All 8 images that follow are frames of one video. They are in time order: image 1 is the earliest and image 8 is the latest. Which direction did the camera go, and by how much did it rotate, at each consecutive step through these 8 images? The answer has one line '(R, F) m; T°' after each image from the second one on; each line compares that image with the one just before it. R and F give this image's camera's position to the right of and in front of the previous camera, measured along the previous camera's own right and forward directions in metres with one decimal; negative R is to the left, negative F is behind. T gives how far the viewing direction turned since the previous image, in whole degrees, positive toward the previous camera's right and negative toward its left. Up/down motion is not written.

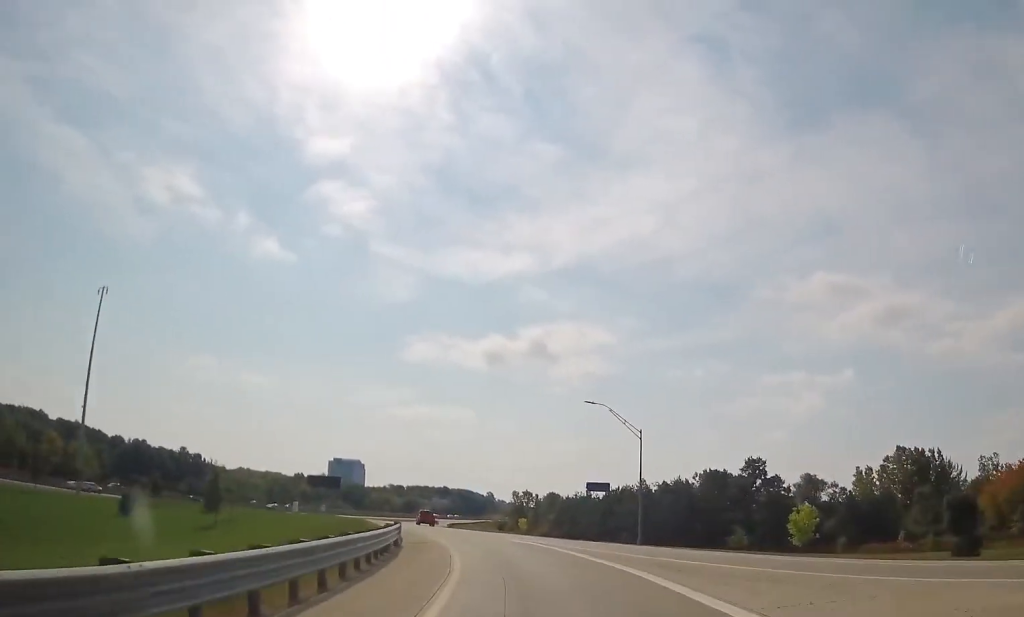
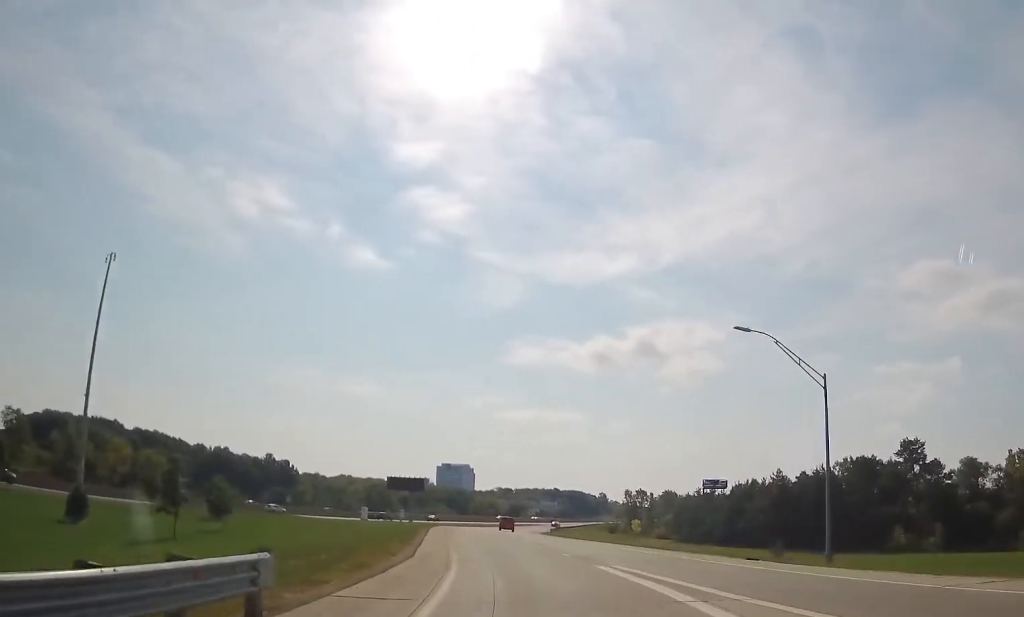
(-1.3, +20.4) m; -8°
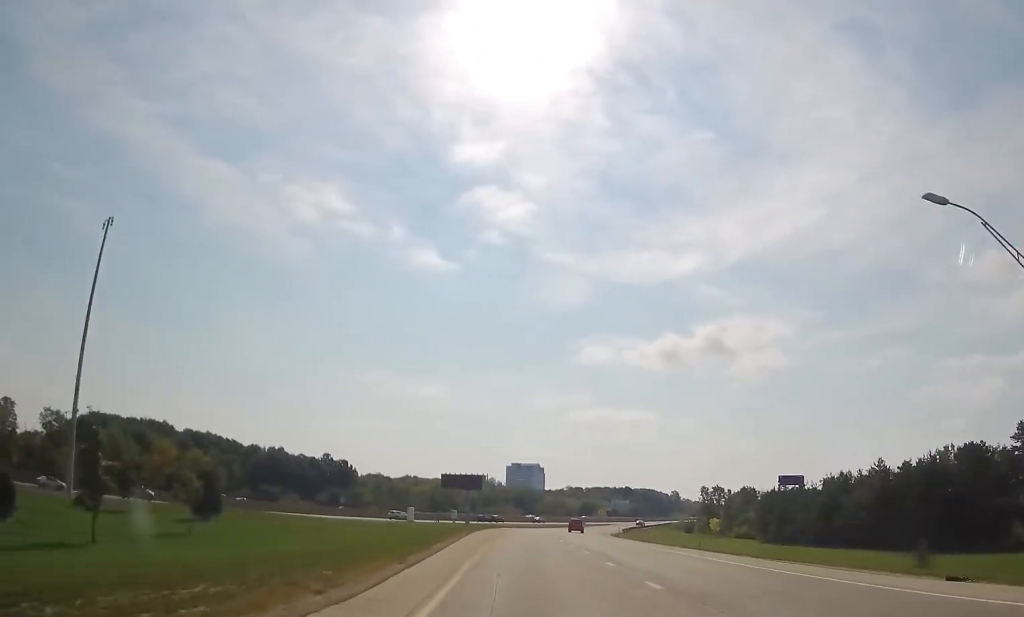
(-0.7, +12.9) m; -6°
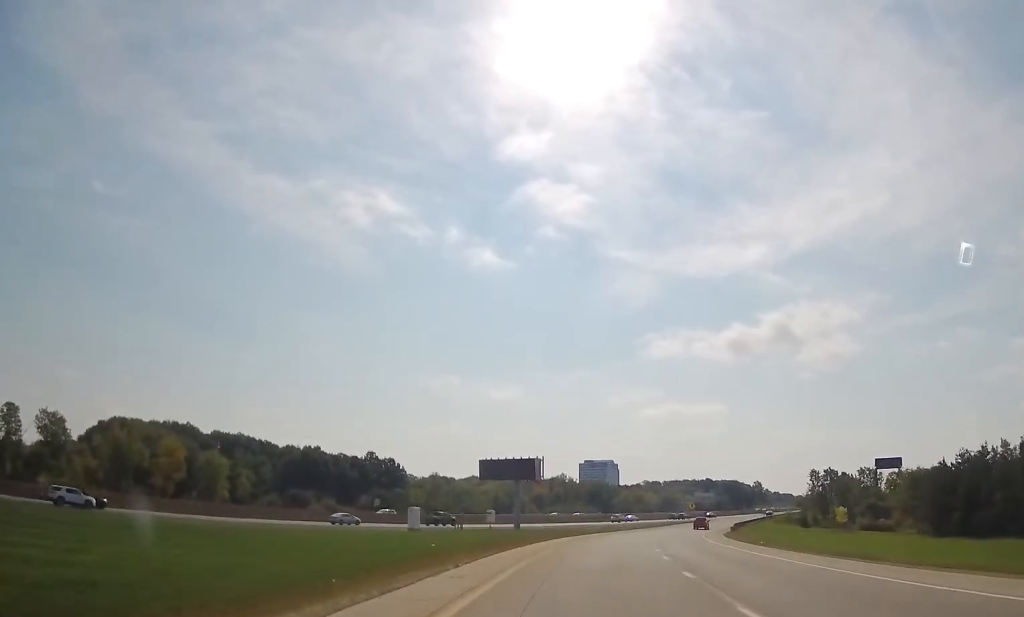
(-5.0, +35.9) m; -13°
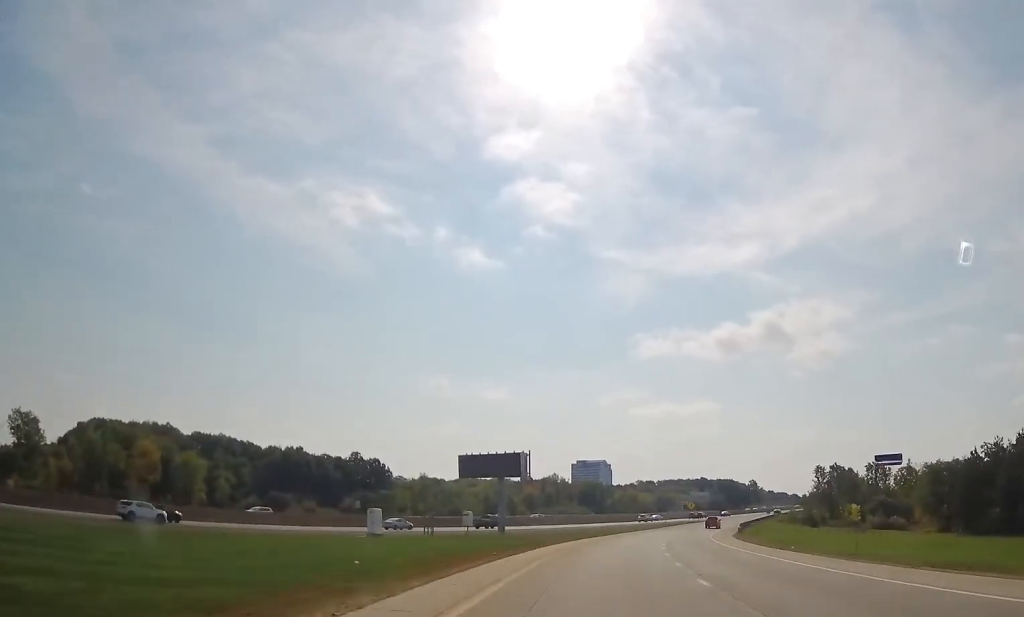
(-0.5, +9.5) m; 0°
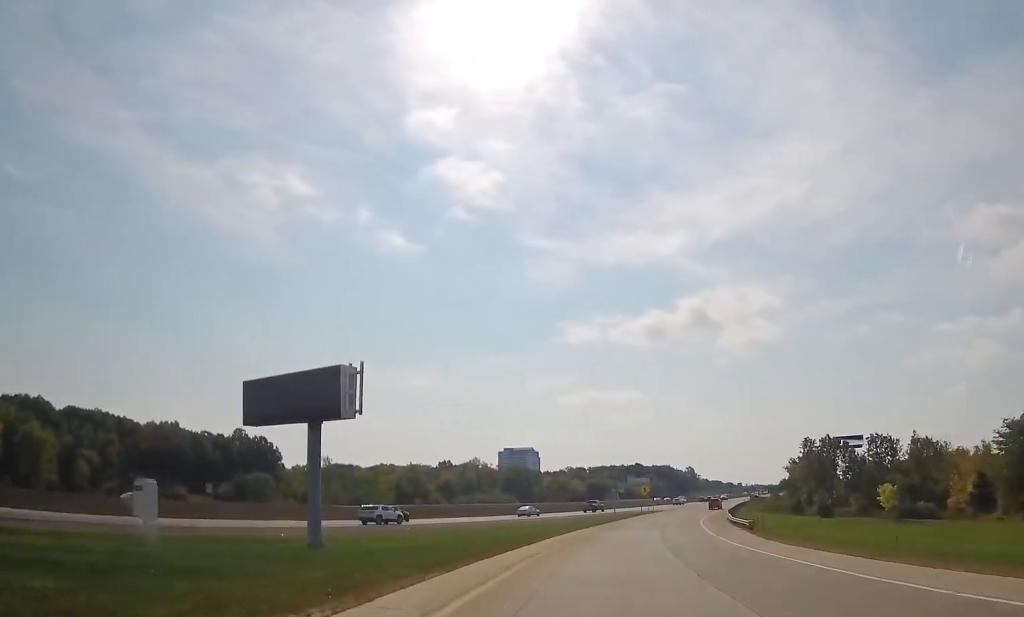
(+2.3, +38.4) m; +9°
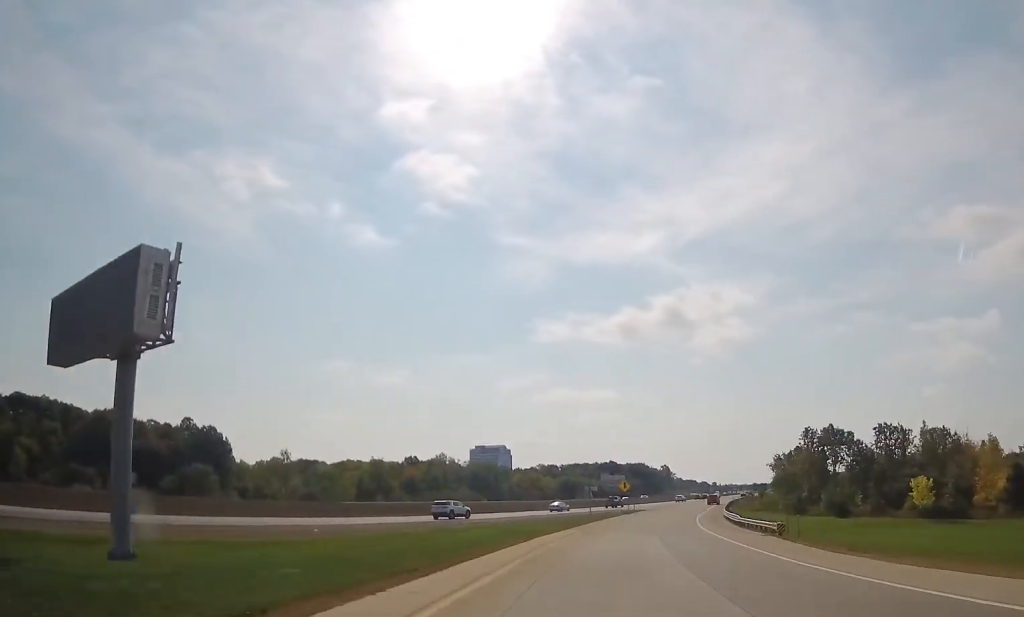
(+0.4, +15.4) m; +4°
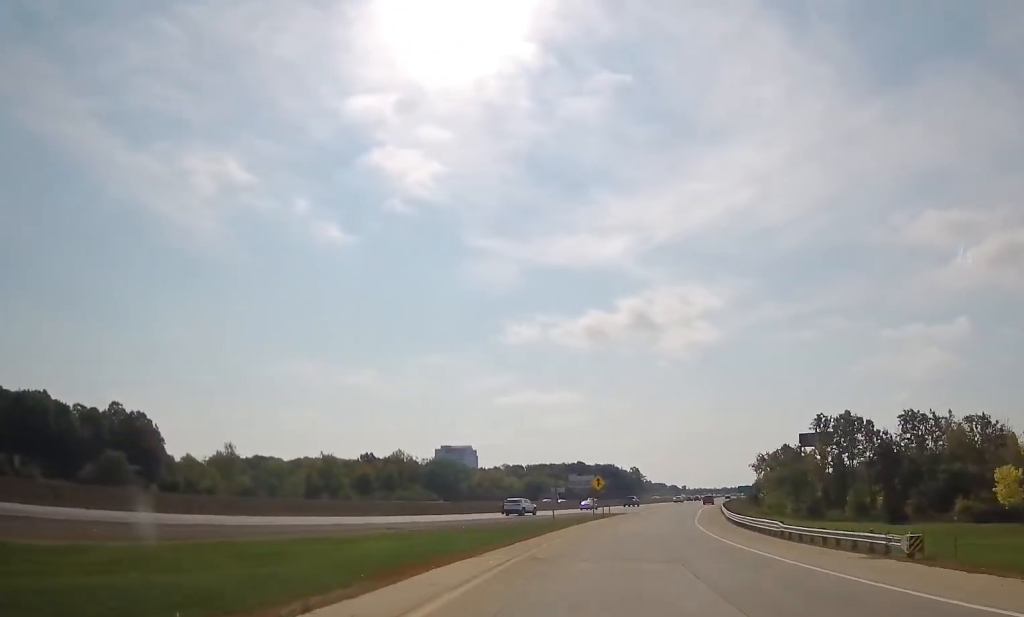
(+0.9, +20.6) m; +4°
